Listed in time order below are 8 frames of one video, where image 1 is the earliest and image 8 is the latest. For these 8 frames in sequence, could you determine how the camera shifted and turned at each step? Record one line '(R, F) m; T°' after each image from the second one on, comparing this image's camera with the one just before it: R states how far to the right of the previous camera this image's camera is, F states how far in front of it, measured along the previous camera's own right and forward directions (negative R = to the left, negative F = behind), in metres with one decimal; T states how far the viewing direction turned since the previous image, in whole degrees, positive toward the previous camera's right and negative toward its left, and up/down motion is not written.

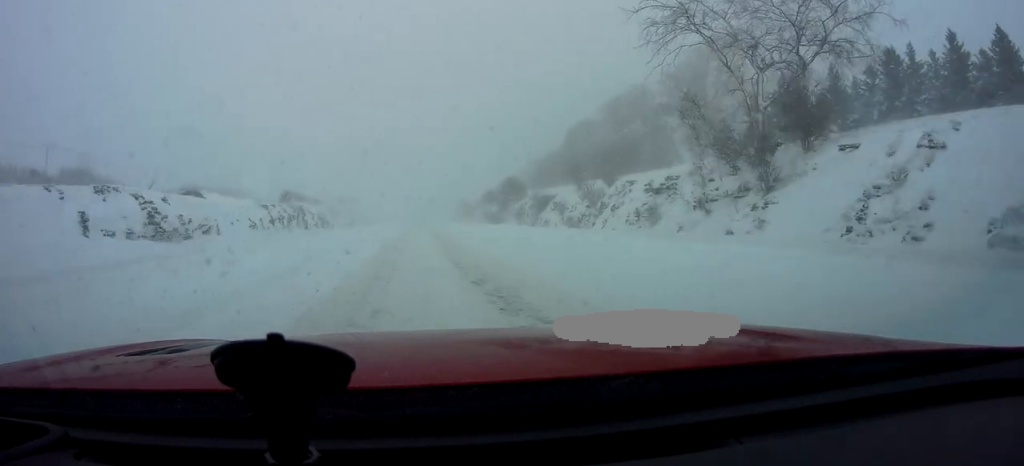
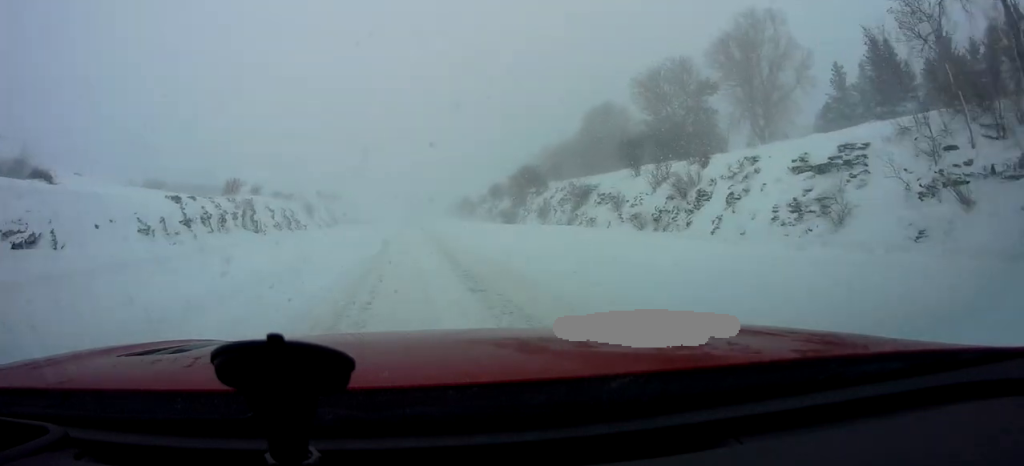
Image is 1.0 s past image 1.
(0.0, +15.7) m; +1°
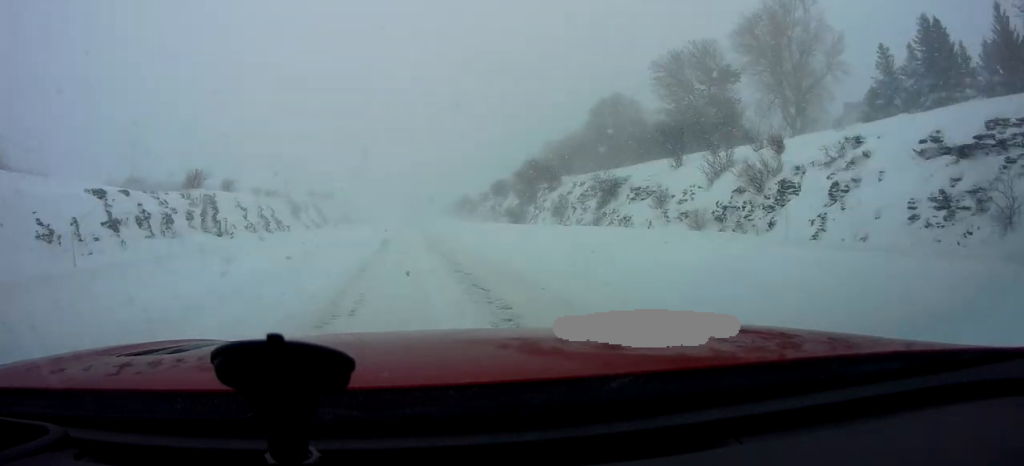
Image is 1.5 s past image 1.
(-0.1, +7.1) m; +1°
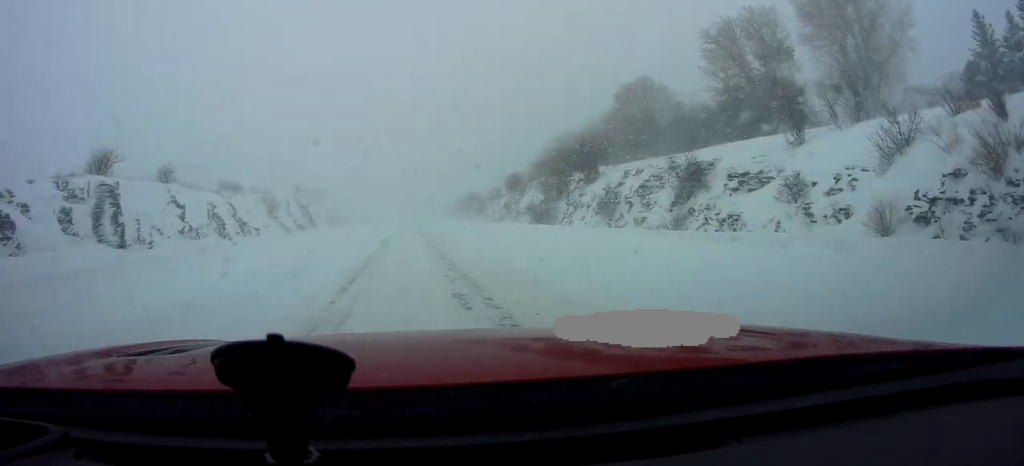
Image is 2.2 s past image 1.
(+0.4, +11.1) m; +1°
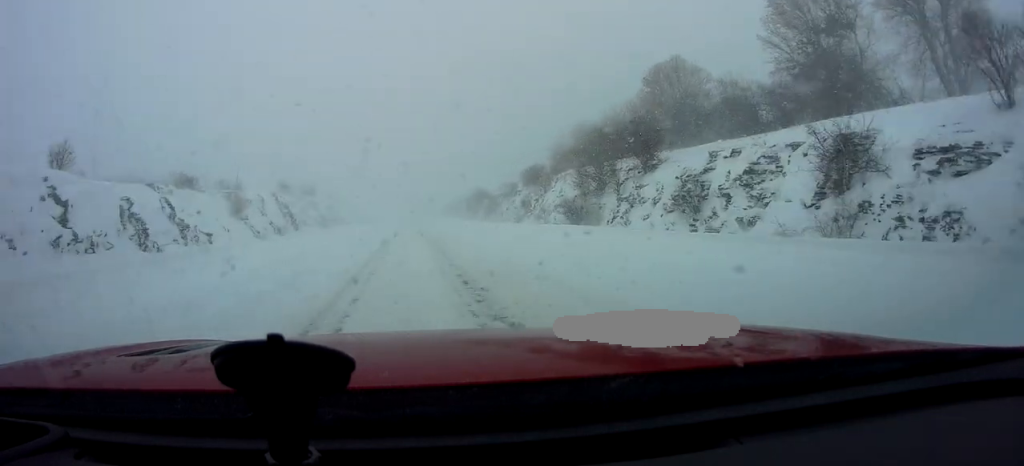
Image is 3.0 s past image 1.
(+0.1, +11.0) m; 0°
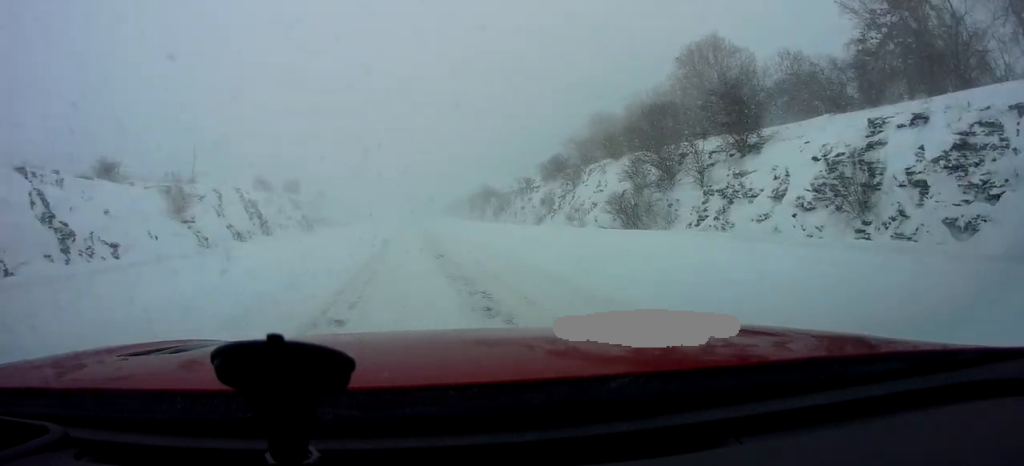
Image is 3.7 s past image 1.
(-0.2, +10.9) m; 0°
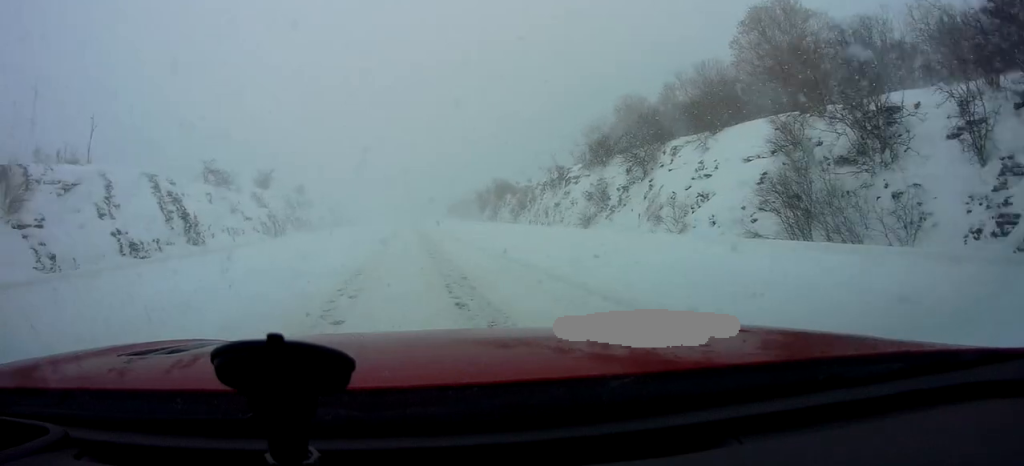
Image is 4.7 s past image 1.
(+0.2, +15.0) m; -1°
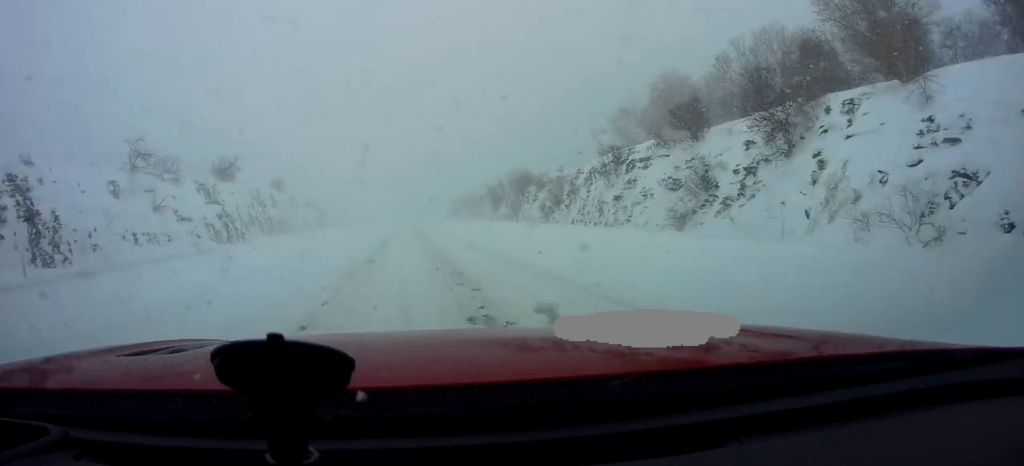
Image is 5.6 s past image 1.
(-0.5, +13.6) m; -2°
